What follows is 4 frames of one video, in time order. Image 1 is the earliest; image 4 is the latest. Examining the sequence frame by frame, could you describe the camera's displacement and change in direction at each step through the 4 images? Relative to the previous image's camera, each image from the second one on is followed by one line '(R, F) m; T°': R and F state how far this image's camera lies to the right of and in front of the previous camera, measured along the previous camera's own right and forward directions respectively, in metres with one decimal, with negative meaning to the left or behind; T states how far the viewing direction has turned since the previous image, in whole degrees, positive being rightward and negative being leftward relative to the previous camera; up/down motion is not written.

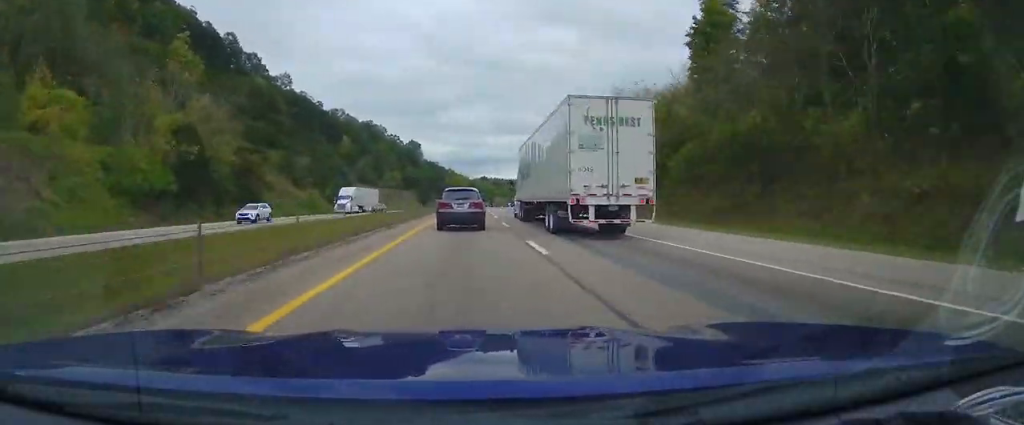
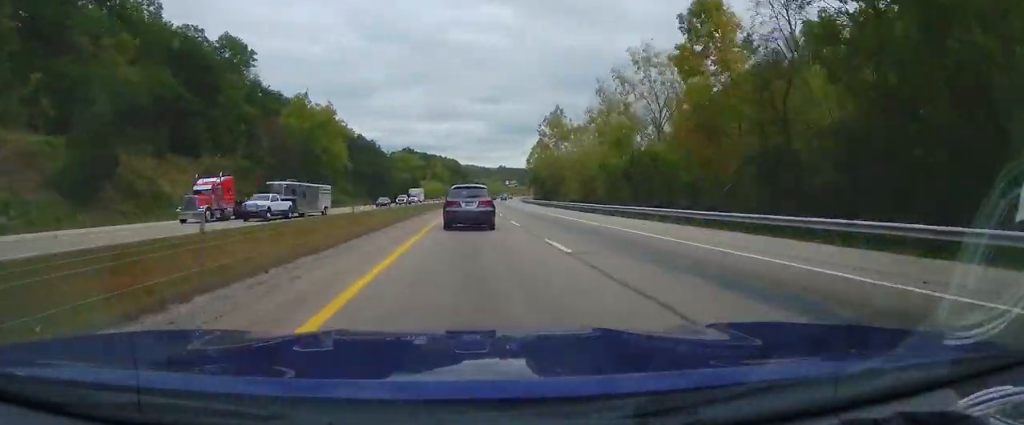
(+11.6, +207.7) m; +7°
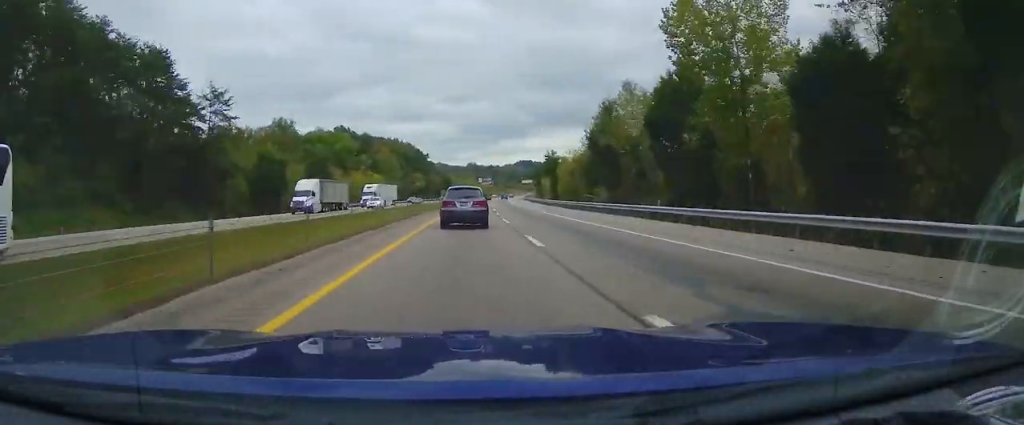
(+2.7, +108.4) m; +3°
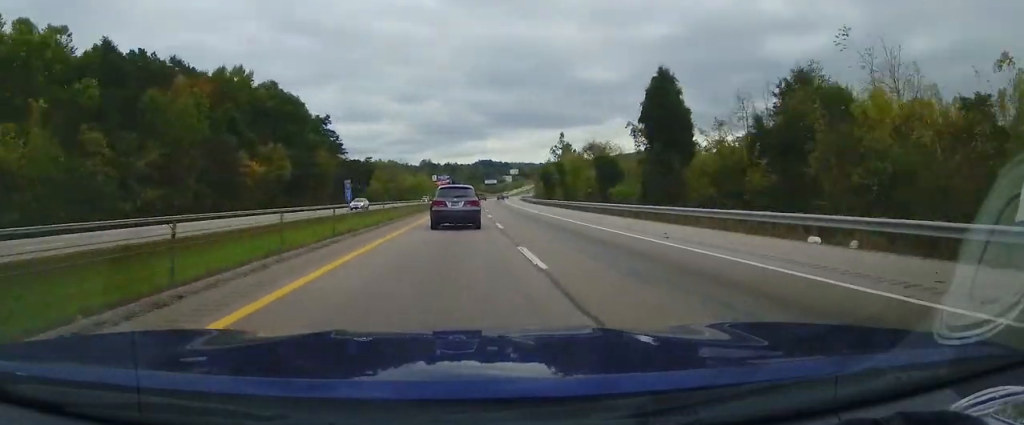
(+3.9, +125.9) m; +4°
